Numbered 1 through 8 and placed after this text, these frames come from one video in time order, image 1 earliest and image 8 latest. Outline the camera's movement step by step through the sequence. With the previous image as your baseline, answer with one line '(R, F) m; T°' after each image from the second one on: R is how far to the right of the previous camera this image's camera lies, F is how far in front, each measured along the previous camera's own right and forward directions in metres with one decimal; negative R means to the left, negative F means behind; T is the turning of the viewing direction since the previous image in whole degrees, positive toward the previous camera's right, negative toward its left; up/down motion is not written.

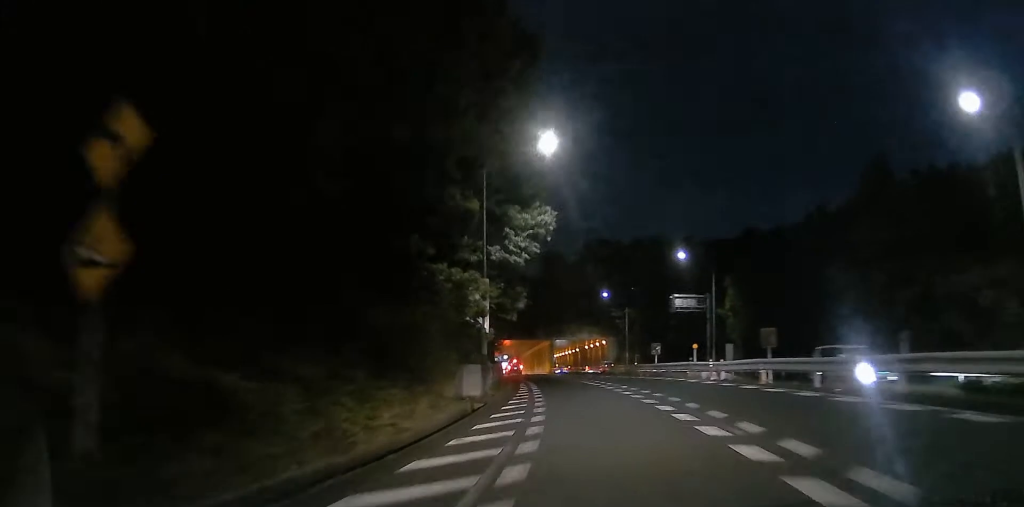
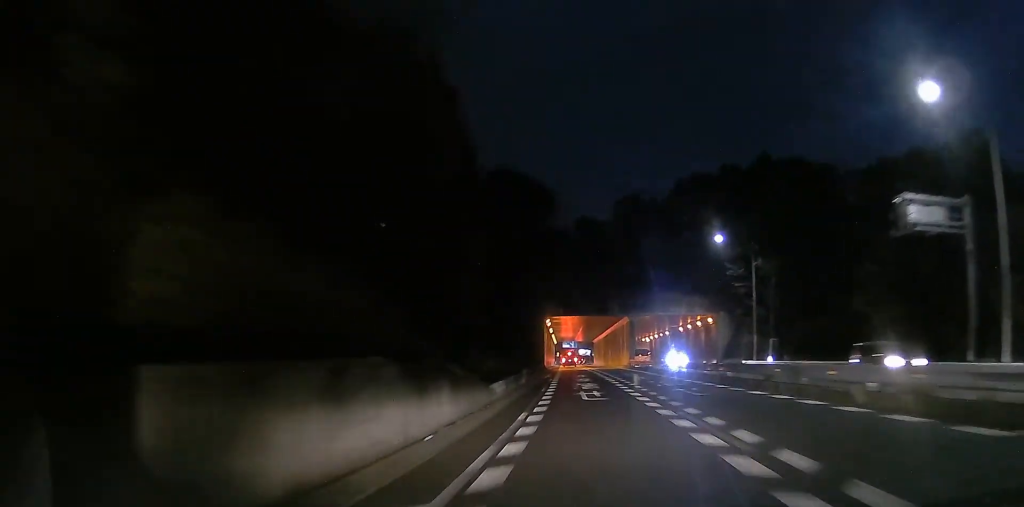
(-3.0, +29.8) m; -13°
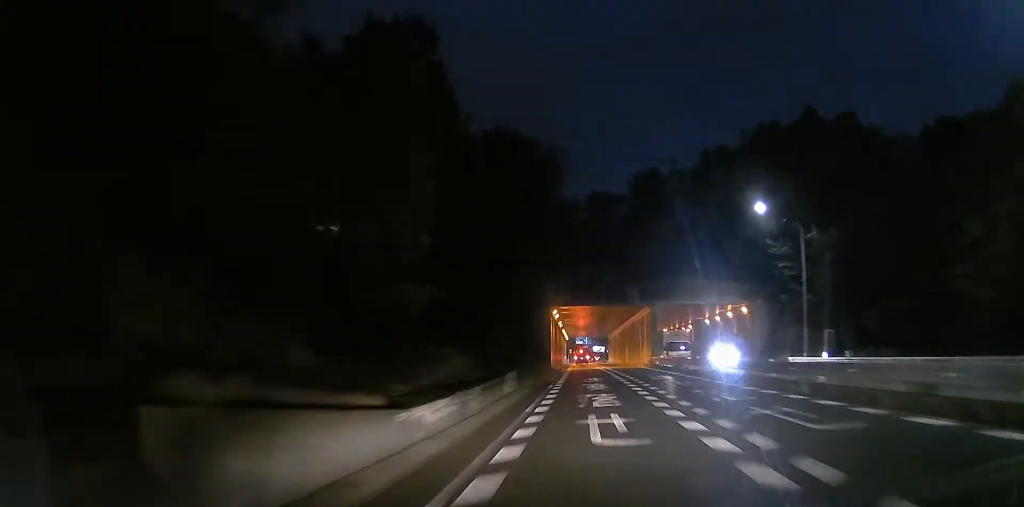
(-0.3, +8.5) m; -3°
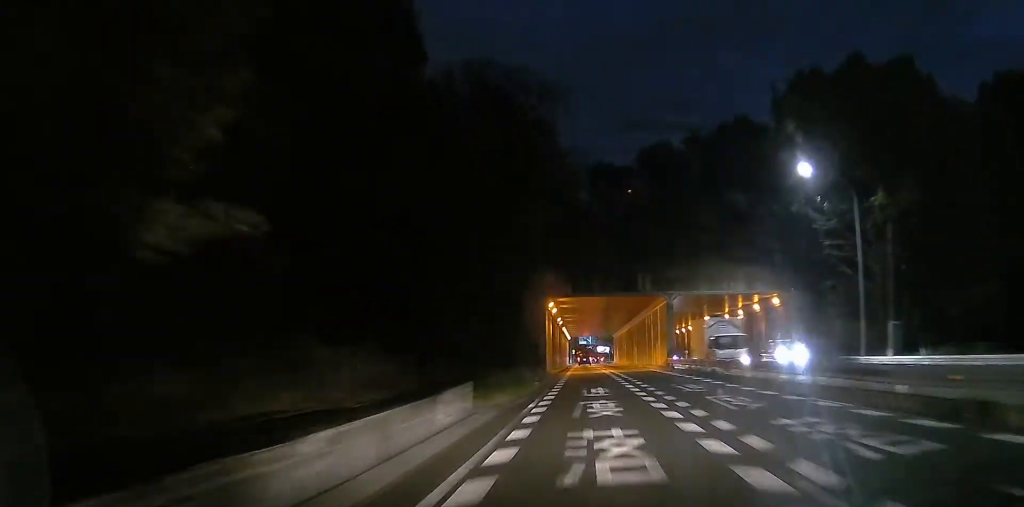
(+0.2, +7.8) m; -2°
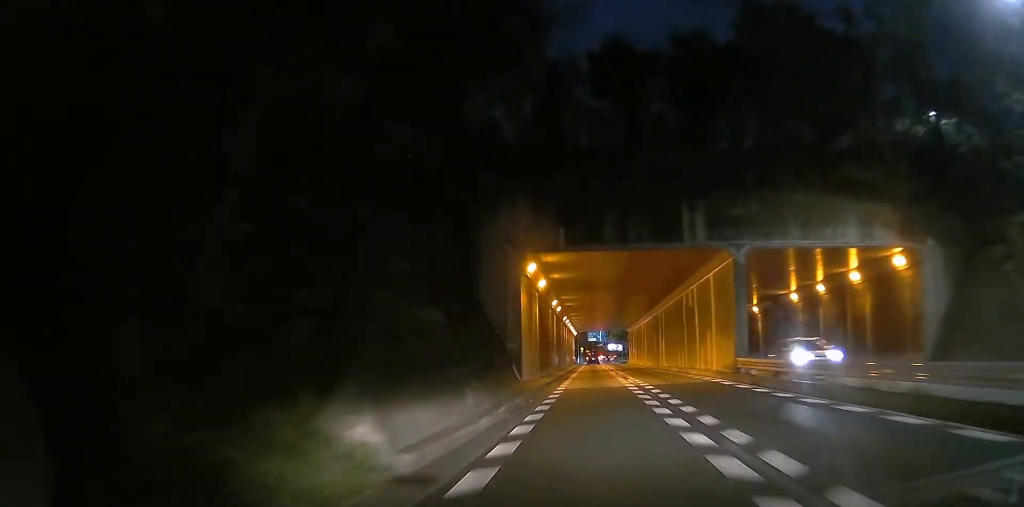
(-1.2, +16.5) m; -1°
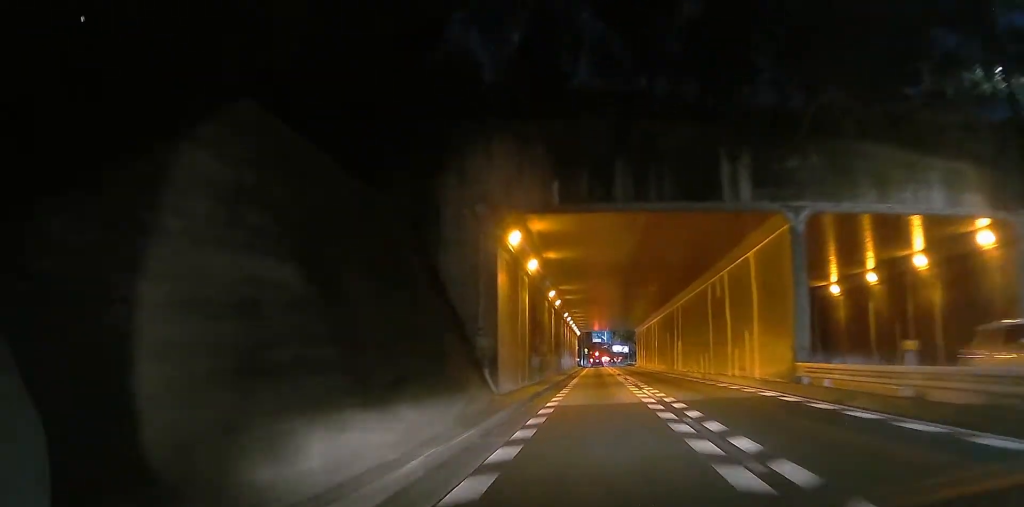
(+0.3, +6.2) m; -1°
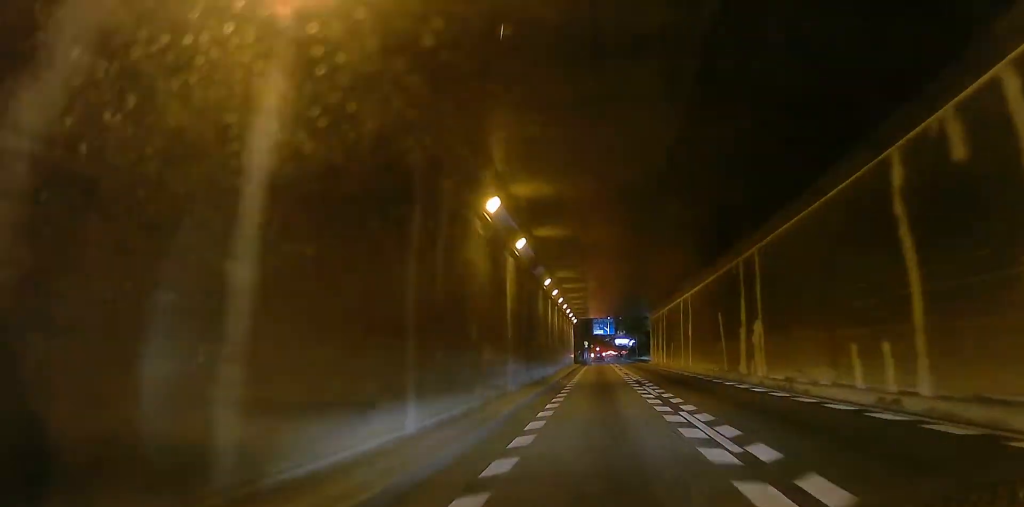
(-0.1, +18.3) m; -2°
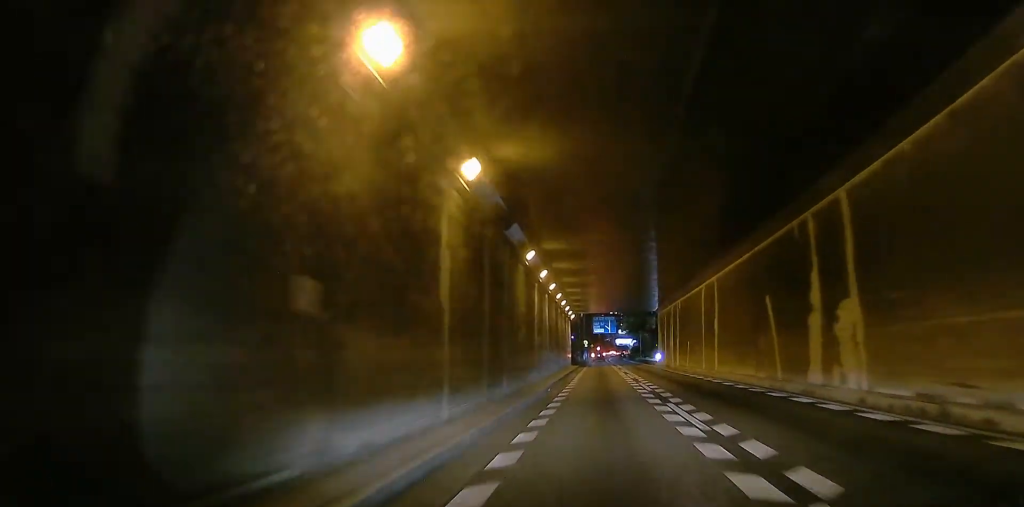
(-0.9, +7.6) m; 0°
